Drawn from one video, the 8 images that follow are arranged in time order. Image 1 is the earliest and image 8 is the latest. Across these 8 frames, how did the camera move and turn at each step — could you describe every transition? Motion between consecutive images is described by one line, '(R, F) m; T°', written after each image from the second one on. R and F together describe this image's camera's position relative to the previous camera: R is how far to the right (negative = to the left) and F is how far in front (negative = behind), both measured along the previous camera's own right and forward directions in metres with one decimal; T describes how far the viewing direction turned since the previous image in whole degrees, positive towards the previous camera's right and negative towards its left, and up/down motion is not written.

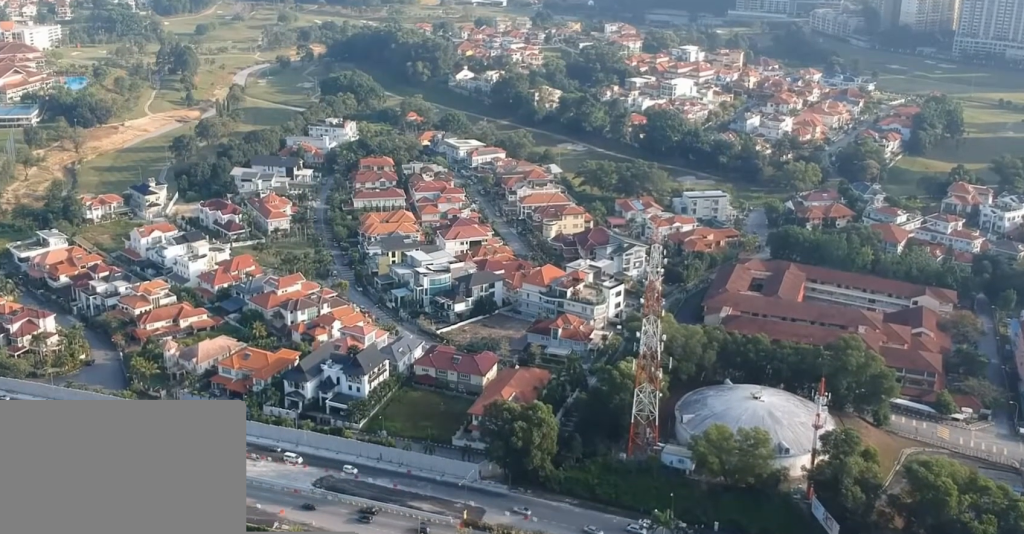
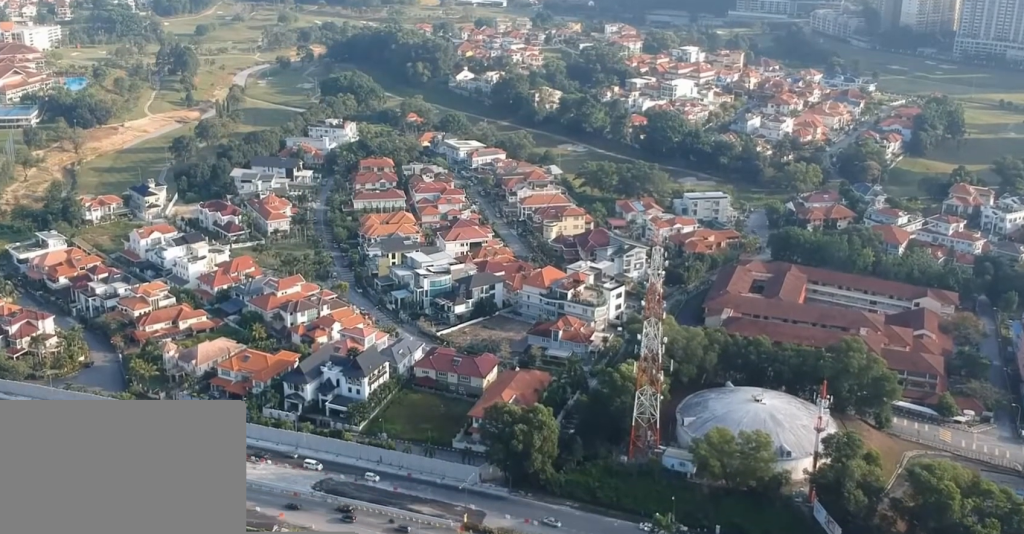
(0.0, +1.1) m; +1°
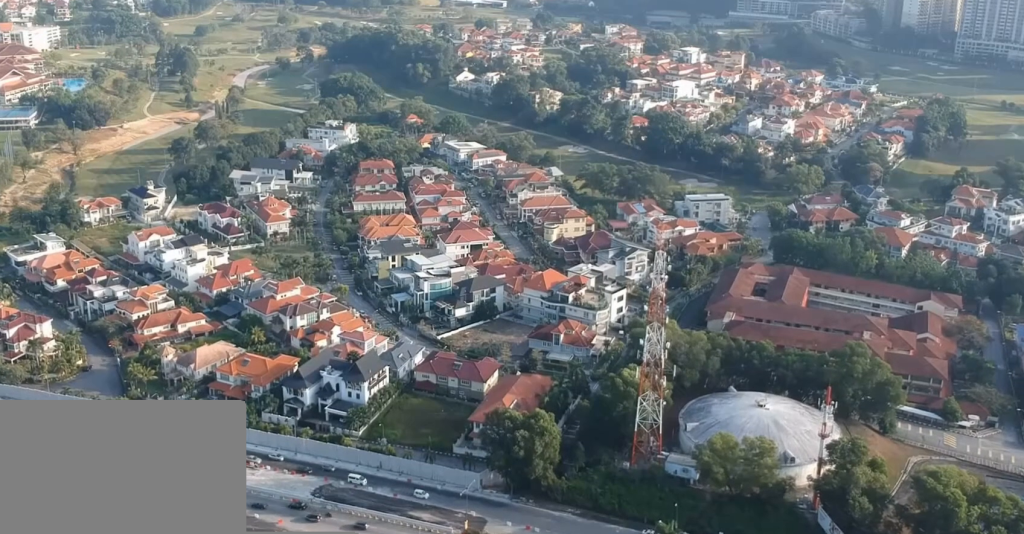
(0.0, +2.5) m; +1°
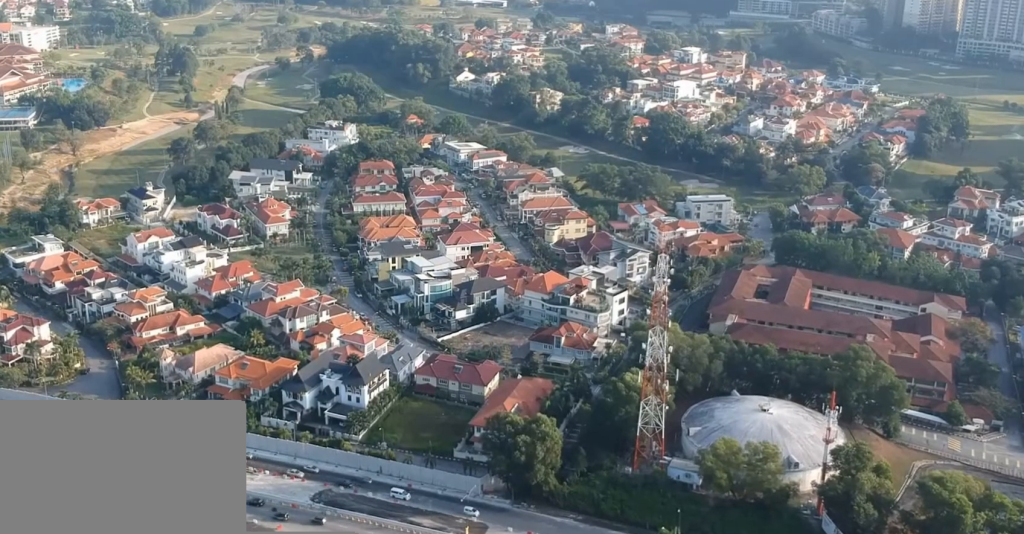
(0.0, +2.4) m; 0°
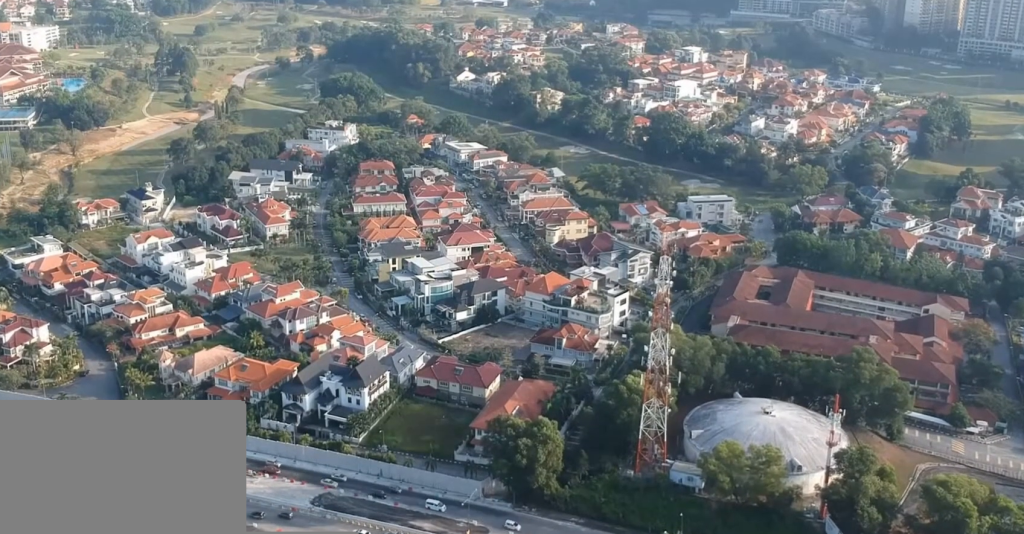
(0.0, +1.9) m; 0°
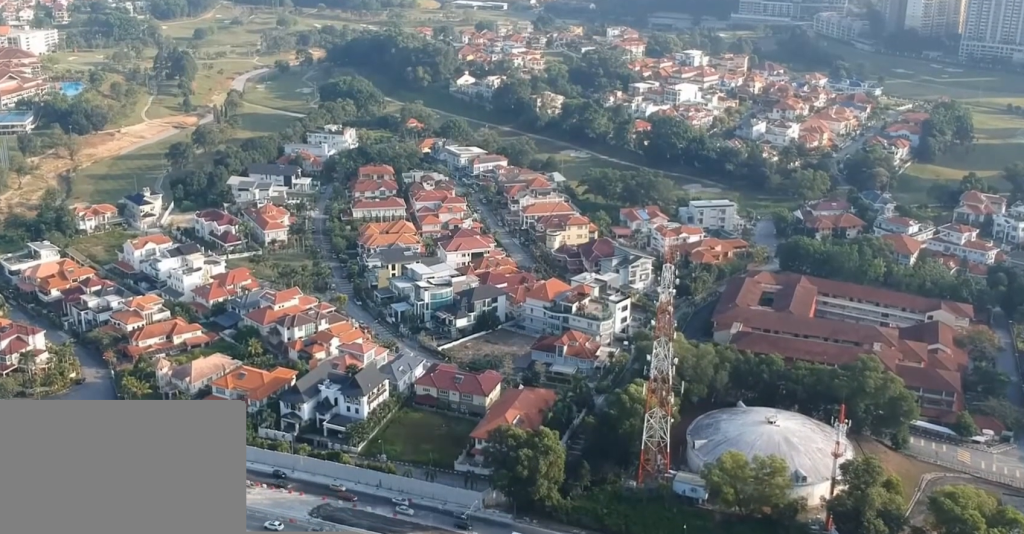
(+0.1, +4.5) m; +1°
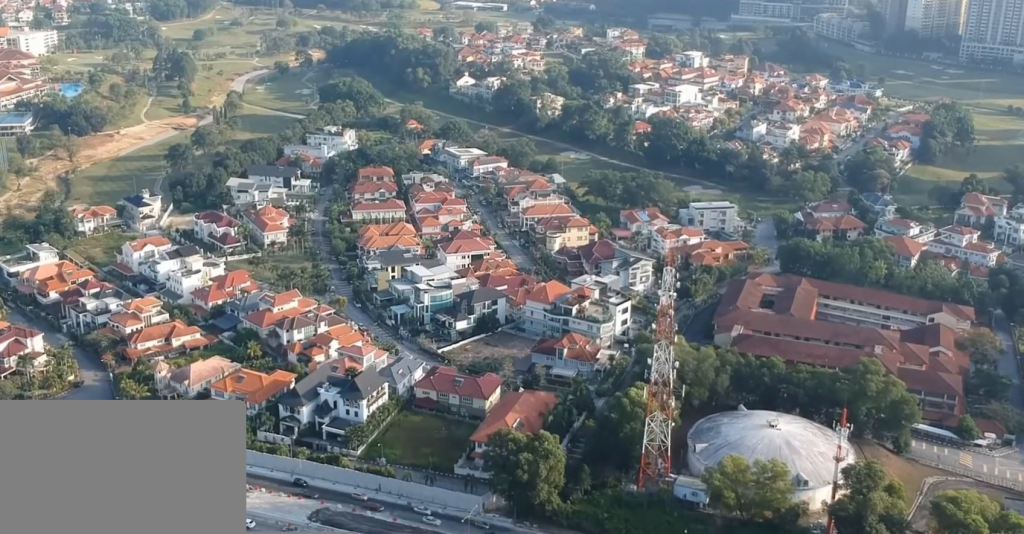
(0.0, +1.5) m; 0°
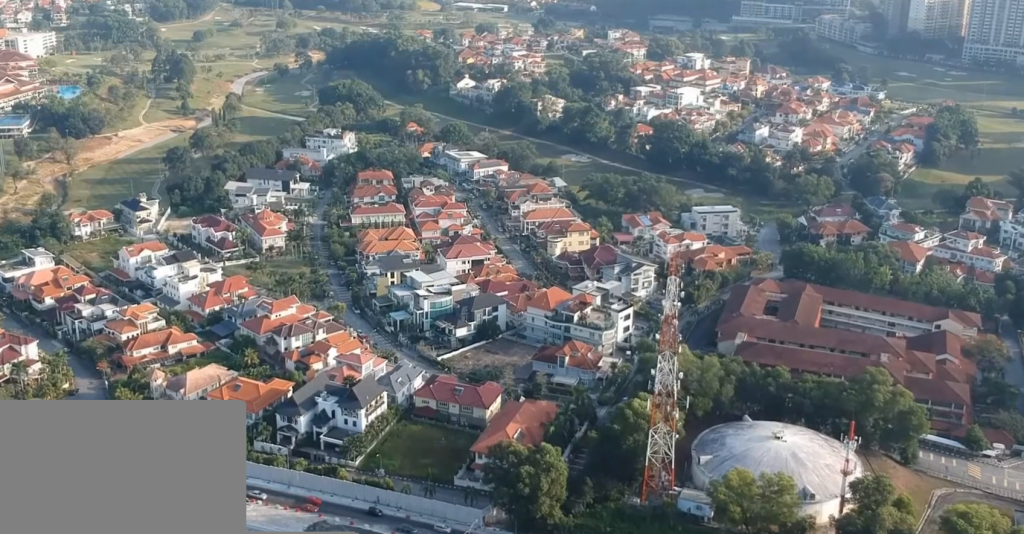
(0.0, +5.4) m; 0°
